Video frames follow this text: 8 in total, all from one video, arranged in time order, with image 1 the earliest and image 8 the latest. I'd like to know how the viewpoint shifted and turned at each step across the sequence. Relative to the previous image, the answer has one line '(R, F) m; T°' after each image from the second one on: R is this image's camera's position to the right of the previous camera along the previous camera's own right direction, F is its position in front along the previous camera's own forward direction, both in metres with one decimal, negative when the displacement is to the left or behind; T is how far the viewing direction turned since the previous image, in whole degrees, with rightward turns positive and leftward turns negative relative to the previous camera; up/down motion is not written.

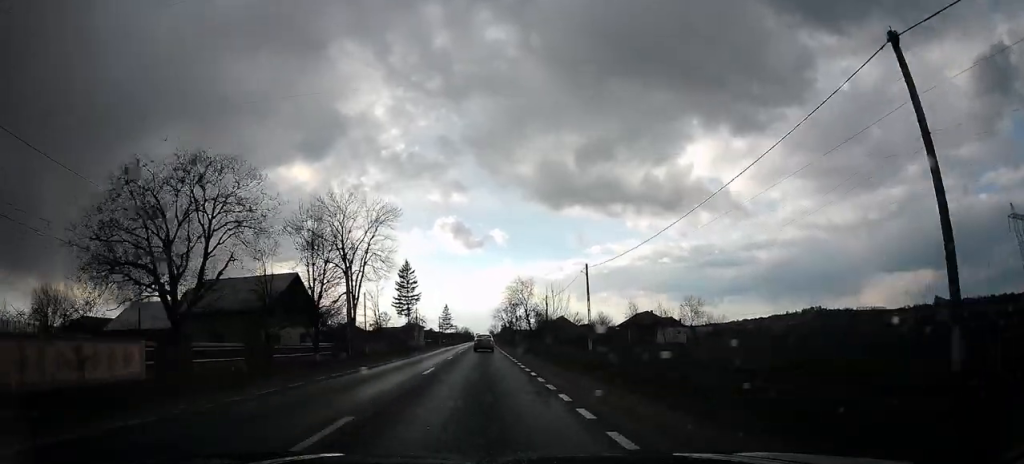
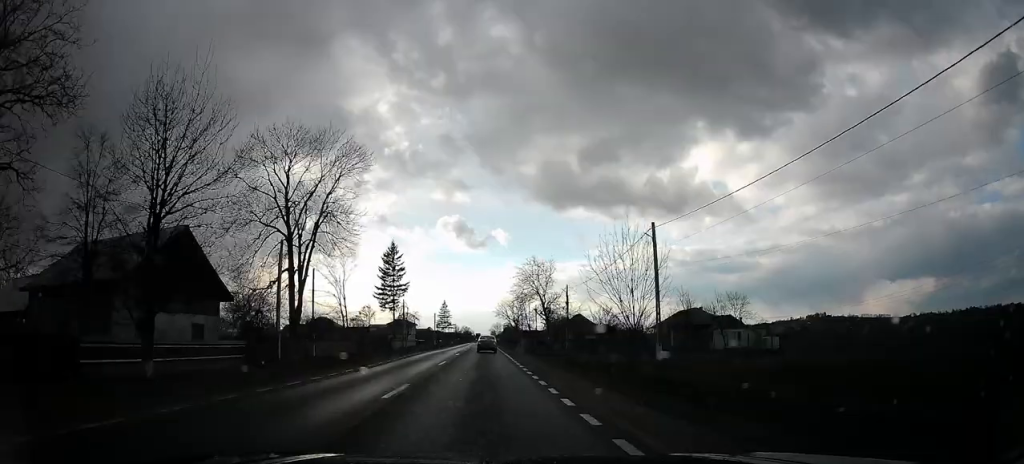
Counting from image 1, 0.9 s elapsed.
(0.0, +18.8) m; 0°
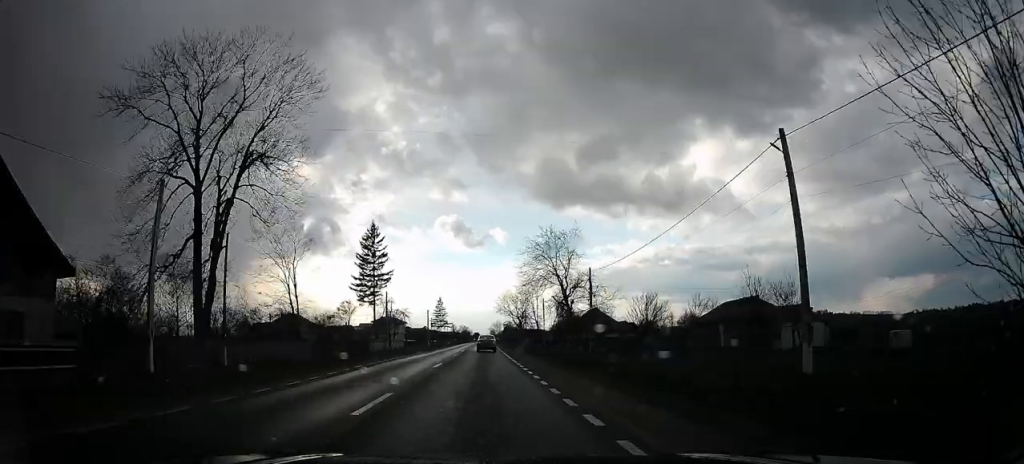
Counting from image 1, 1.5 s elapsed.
(+0.5, +14.4) m; +1°
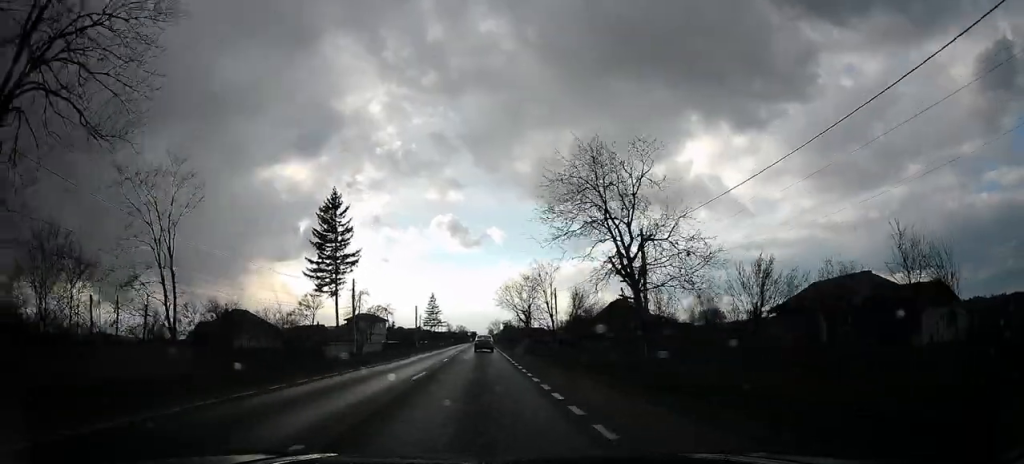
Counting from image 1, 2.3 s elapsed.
(-0.8, +17.1) m; 0°
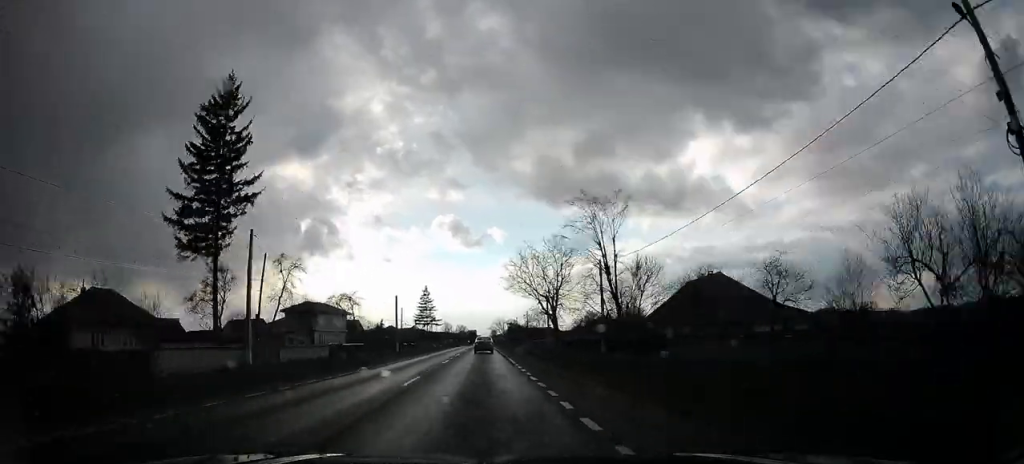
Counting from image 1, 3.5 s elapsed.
(+1.0, +25.5) m; +2°
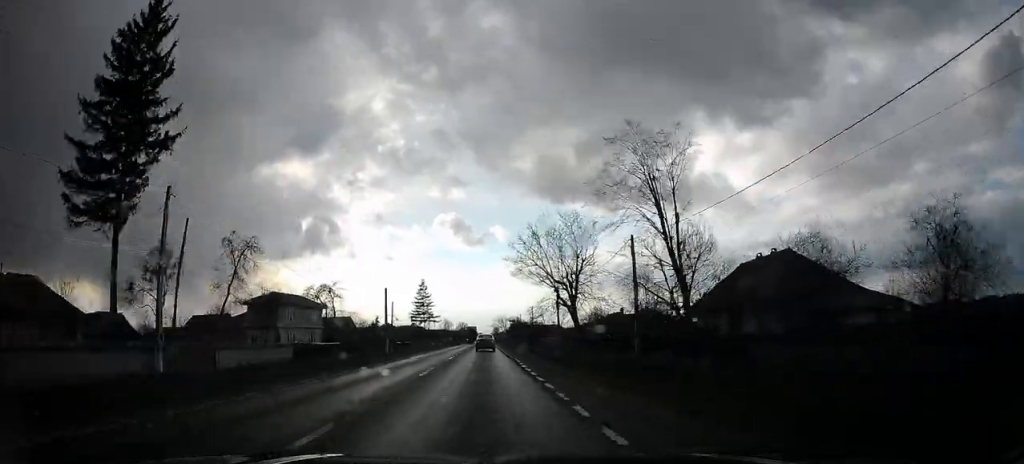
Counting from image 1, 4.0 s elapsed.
(0.0, +9.2) m; 0°
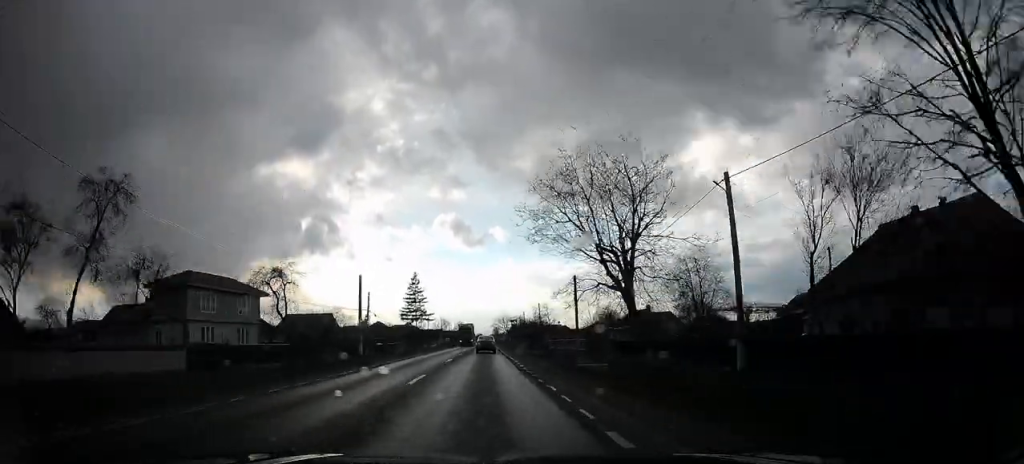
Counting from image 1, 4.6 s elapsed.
(0.0, +14.1) m; 0°
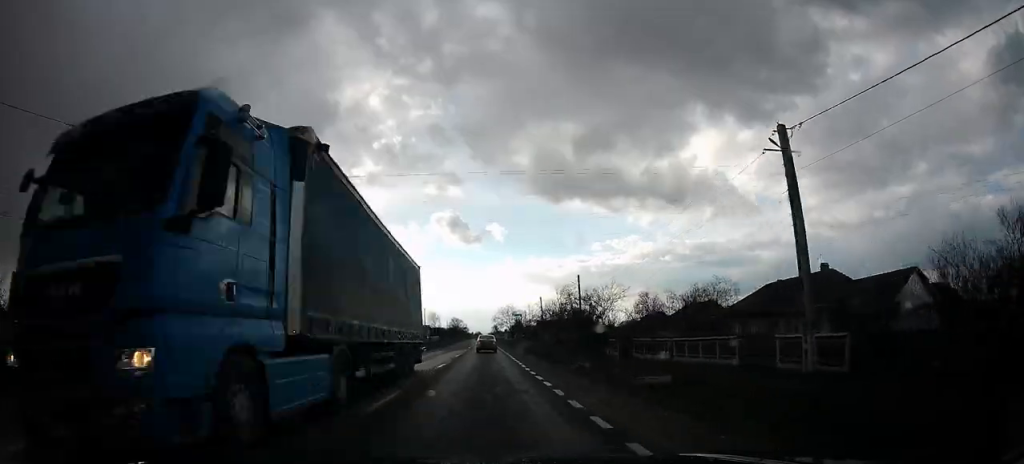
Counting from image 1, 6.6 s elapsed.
(-1.0, +41.7) m; -2°
